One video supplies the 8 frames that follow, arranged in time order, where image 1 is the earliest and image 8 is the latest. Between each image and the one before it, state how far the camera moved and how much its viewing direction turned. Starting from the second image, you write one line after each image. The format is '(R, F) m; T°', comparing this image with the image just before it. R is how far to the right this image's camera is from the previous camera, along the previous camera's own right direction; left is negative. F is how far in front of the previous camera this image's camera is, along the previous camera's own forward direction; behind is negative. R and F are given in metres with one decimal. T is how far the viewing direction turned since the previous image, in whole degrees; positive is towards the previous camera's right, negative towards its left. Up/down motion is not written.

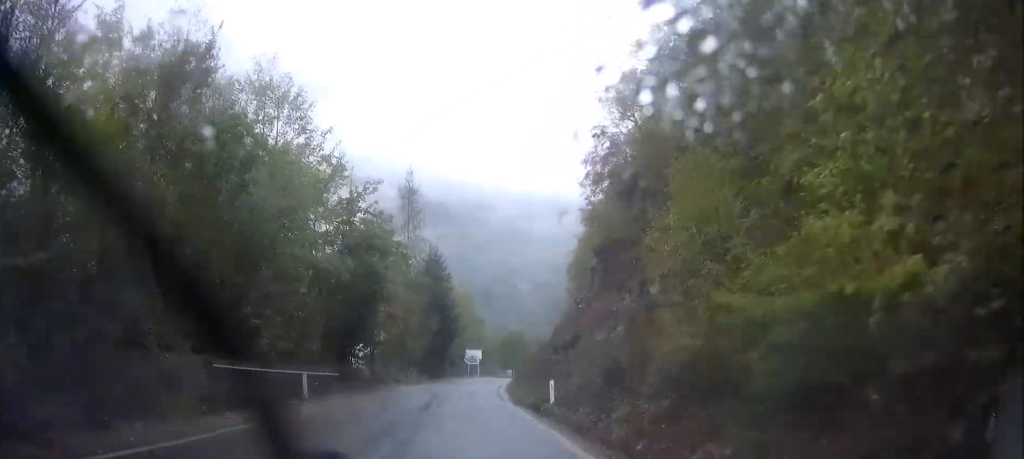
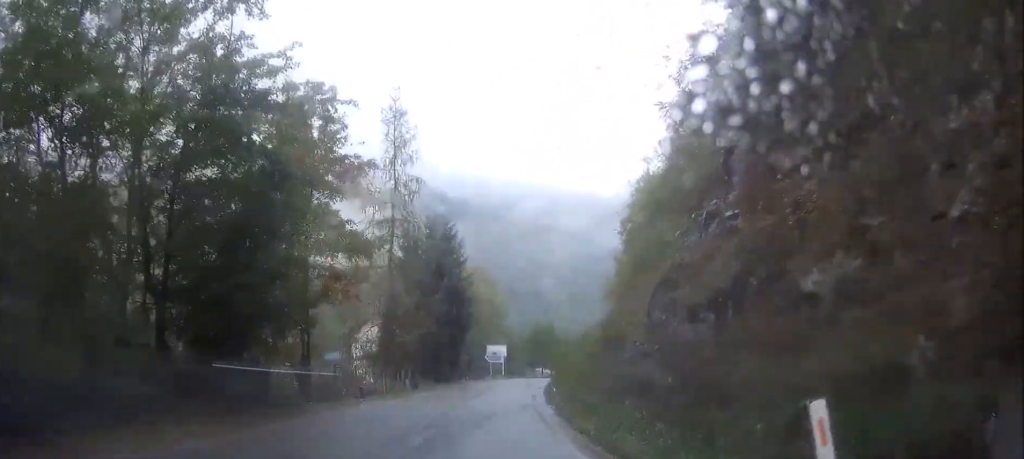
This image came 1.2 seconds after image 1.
(-0.1, +16.3) m; +2°
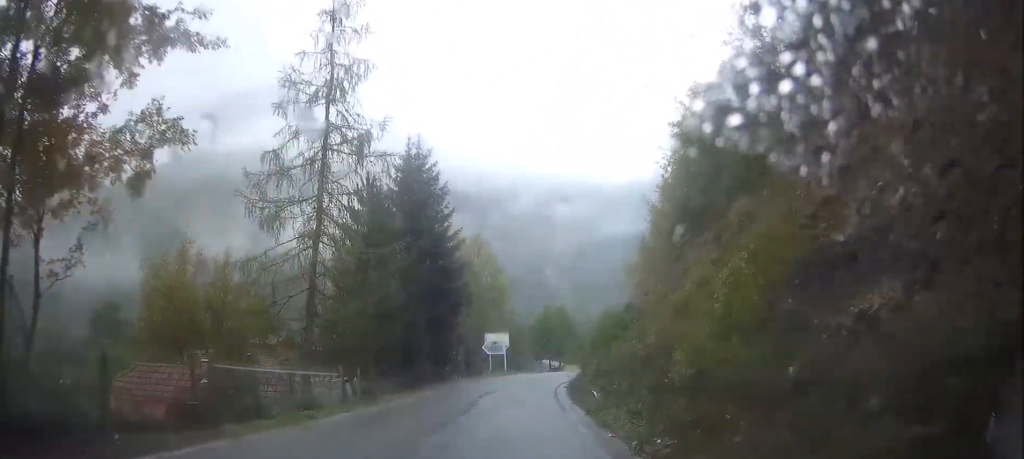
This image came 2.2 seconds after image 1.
(+0.4, +14.0) m; +2°
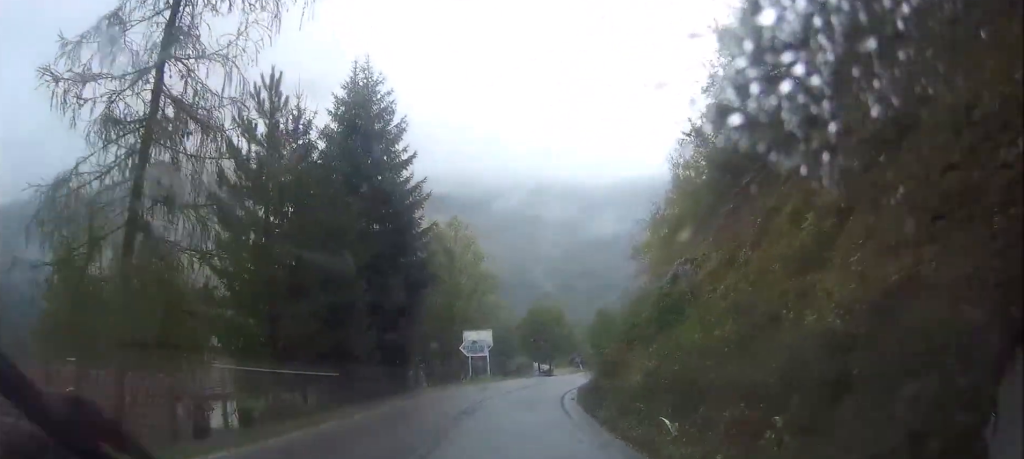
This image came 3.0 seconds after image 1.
(0.0, +10.6) m; +1°
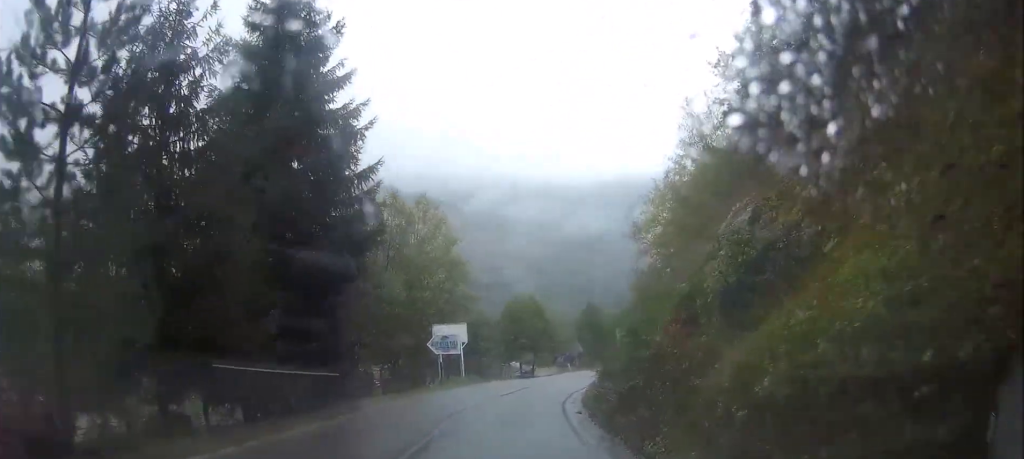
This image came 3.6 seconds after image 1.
(0.0, +7.9) m; +1°
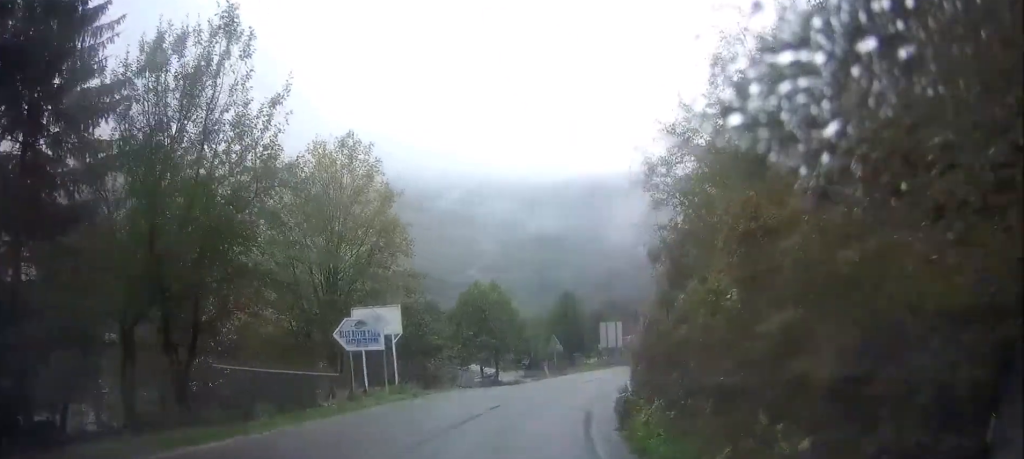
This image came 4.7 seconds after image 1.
(+0.3, +13.8) m; +5°
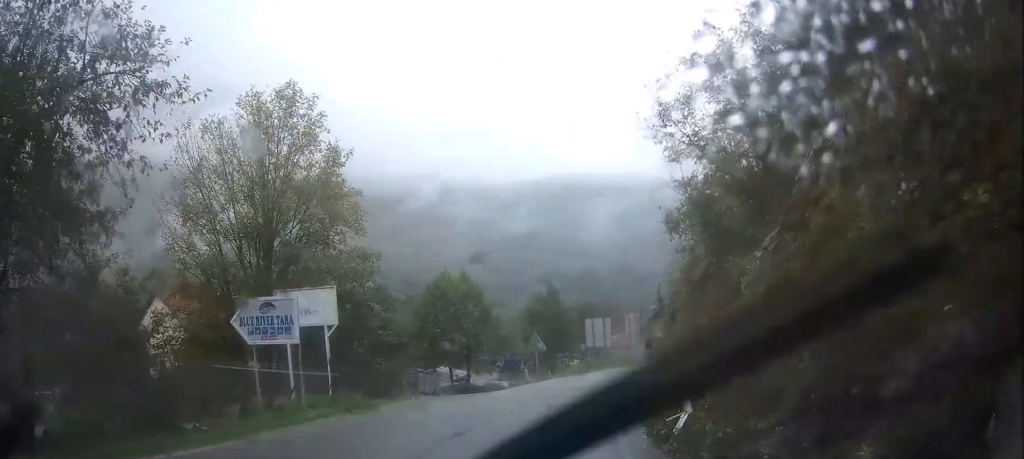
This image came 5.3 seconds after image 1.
(+0.4, +6.6) m; +4°
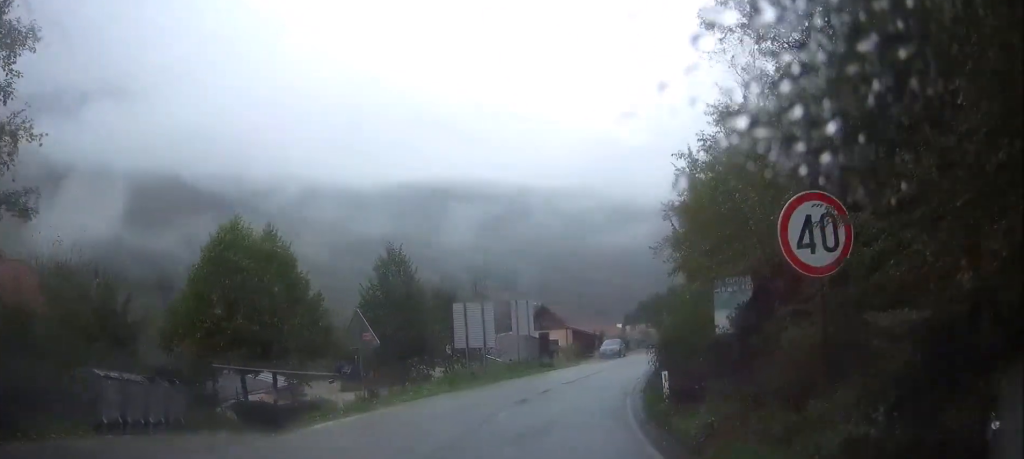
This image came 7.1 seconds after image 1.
(+2.0, +19.4) m; +10°
